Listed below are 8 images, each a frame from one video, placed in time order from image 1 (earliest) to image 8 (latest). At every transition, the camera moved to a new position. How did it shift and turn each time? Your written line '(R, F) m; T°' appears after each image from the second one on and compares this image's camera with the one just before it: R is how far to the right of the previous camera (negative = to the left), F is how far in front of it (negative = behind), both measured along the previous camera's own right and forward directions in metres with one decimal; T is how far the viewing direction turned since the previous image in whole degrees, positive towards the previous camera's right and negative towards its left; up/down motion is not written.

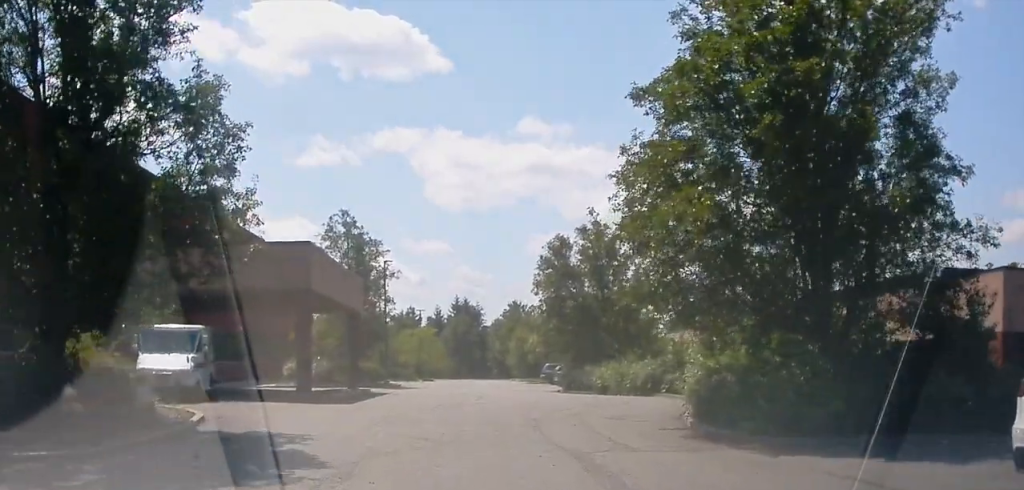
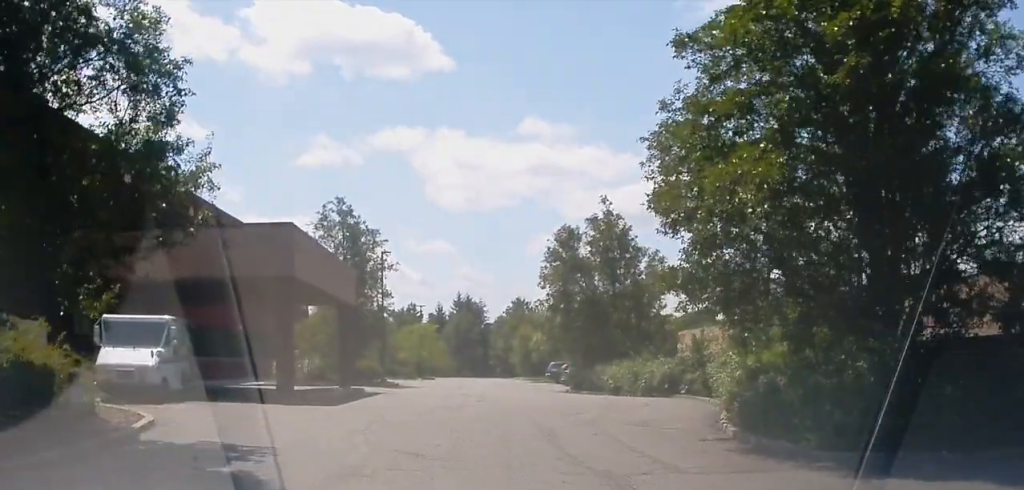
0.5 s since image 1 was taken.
(-0.3, +2.6) m; -2°
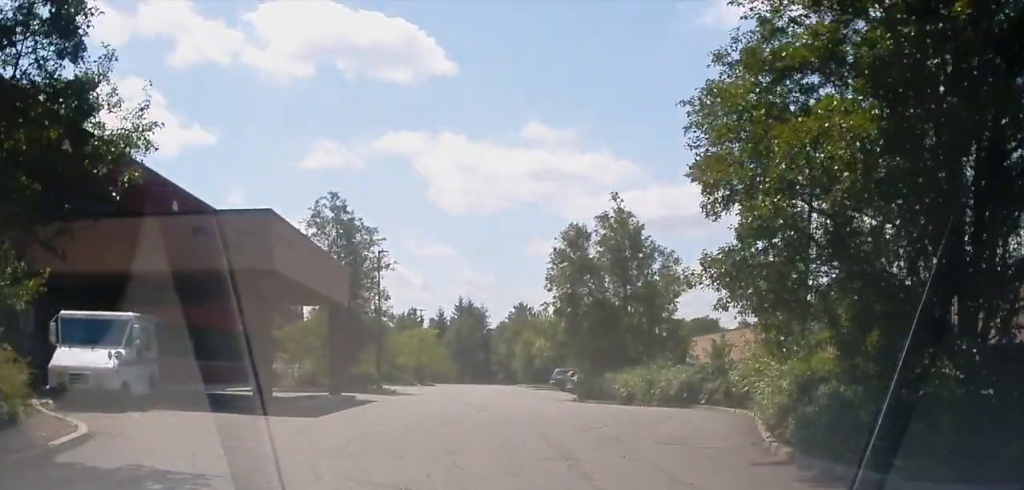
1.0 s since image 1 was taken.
(-0.2, +2.5) m; -2°
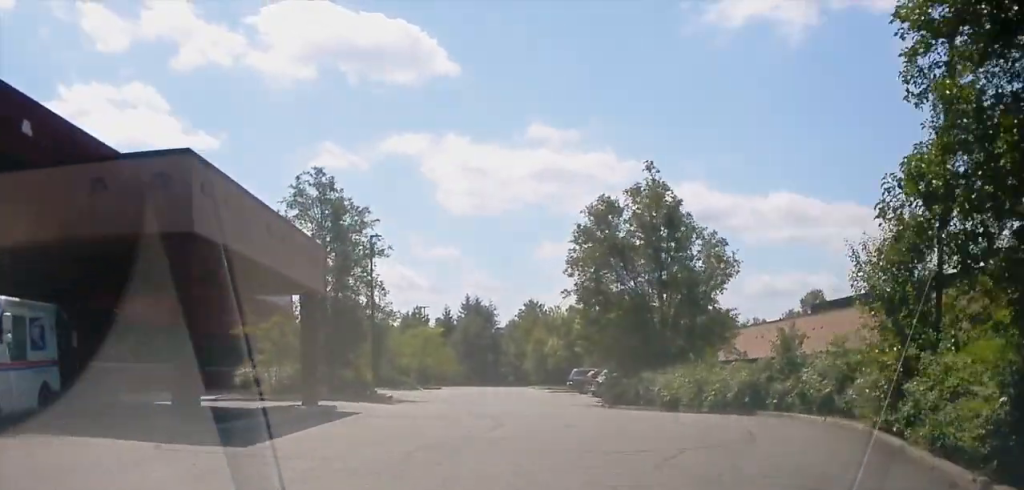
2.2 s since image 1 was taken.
(+0.2, +5.7) m; 0°
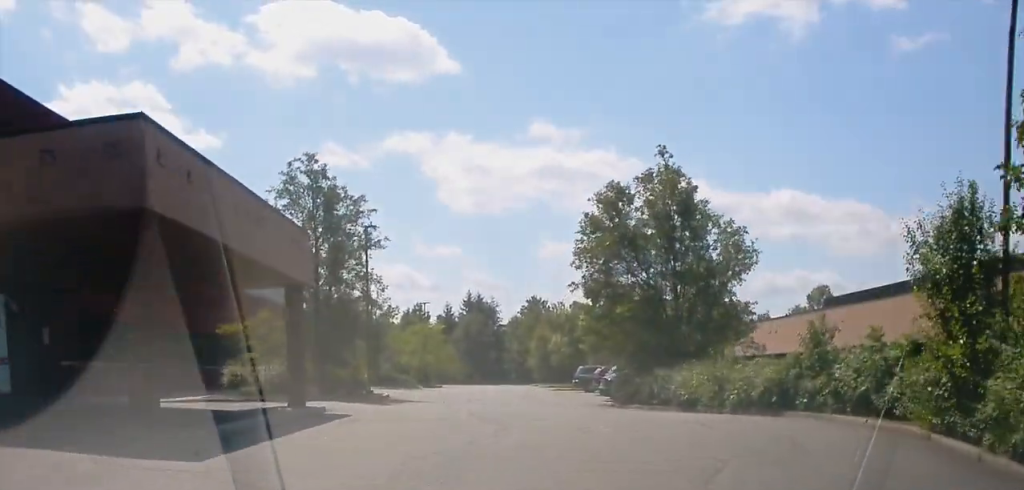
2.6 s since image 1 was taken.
(-0.1, +1.9) m; 0°
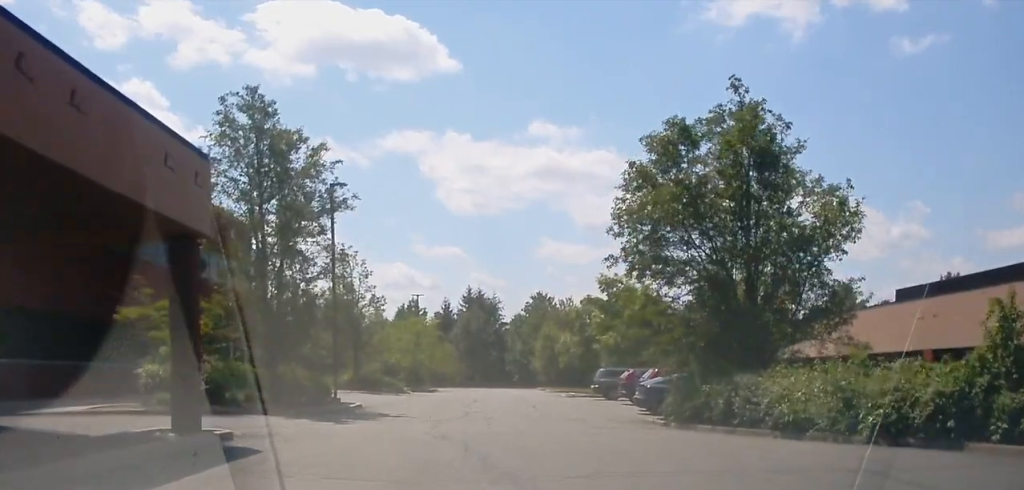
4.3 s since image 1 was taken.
(+0.3, +8.1) m; +4°
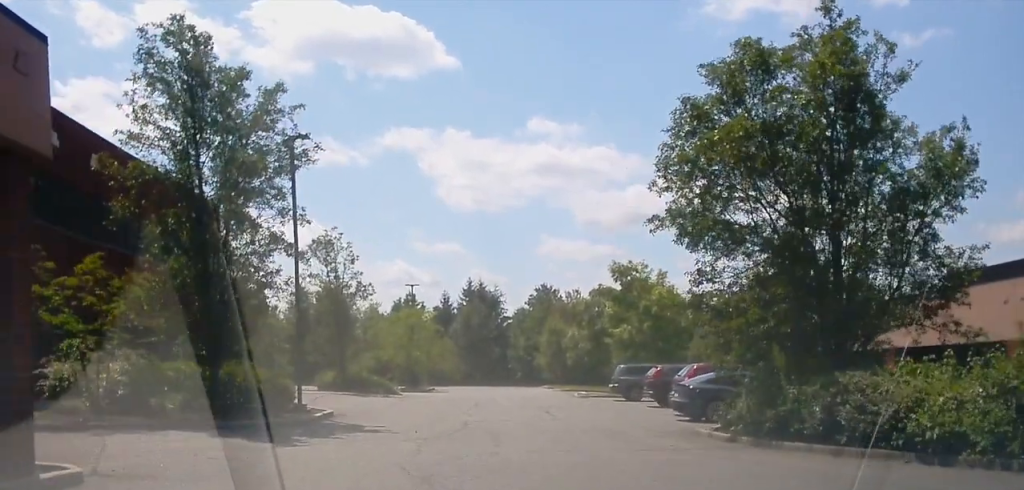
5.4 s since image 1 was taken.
(0.0, +5.3) m; -2°
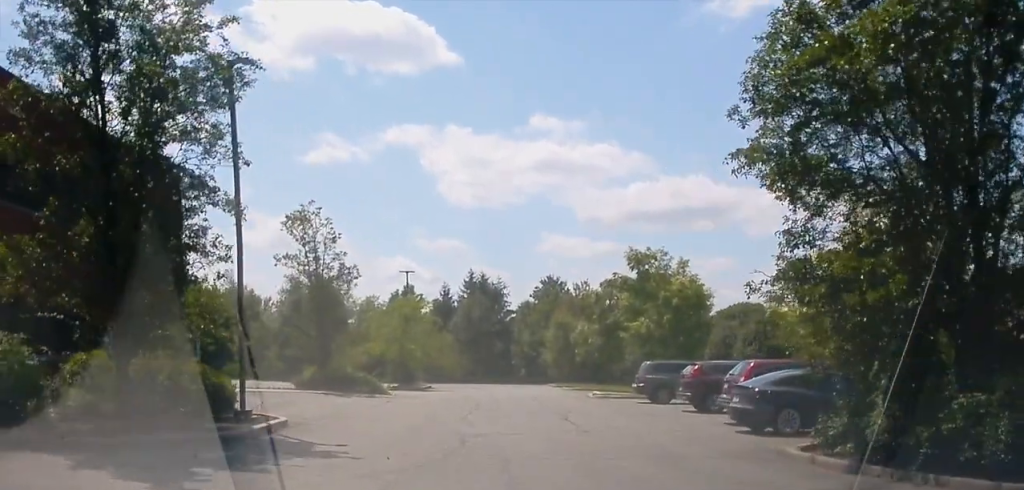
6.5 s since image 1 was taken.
(-0.2, +5.2) m; +1°
